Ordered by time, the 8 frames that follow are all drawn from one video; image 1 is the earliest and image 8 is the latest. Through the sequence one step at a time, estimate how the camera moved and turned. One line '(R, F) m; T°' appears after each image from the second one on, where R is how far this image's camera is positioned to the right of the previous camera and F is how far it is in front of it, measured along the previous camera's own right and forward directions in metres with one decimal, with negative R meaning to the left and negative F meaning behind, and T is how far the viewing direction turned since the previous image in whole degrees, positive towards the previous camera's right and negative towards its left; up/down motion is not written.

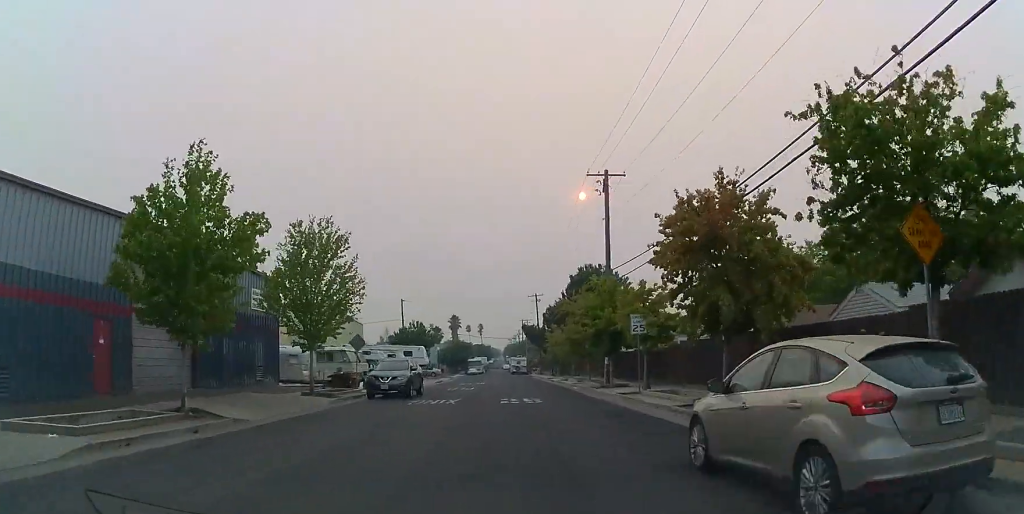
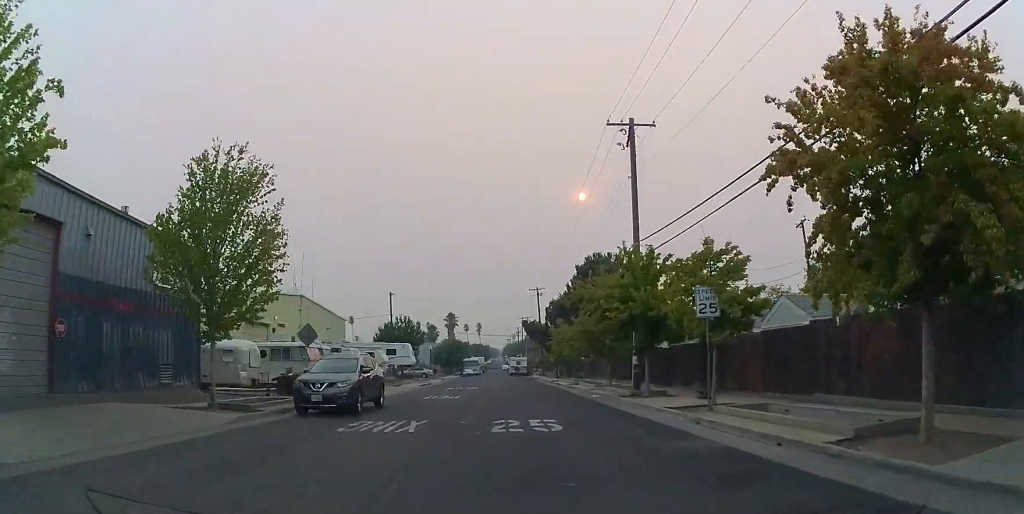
(0.0, +8.0) m; 0°
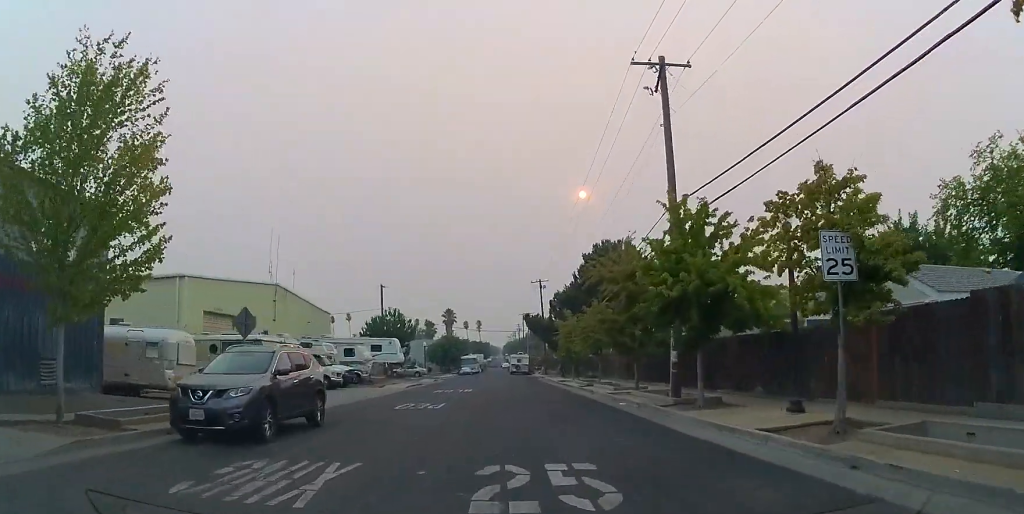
(0.0, +6.1) m; 0°
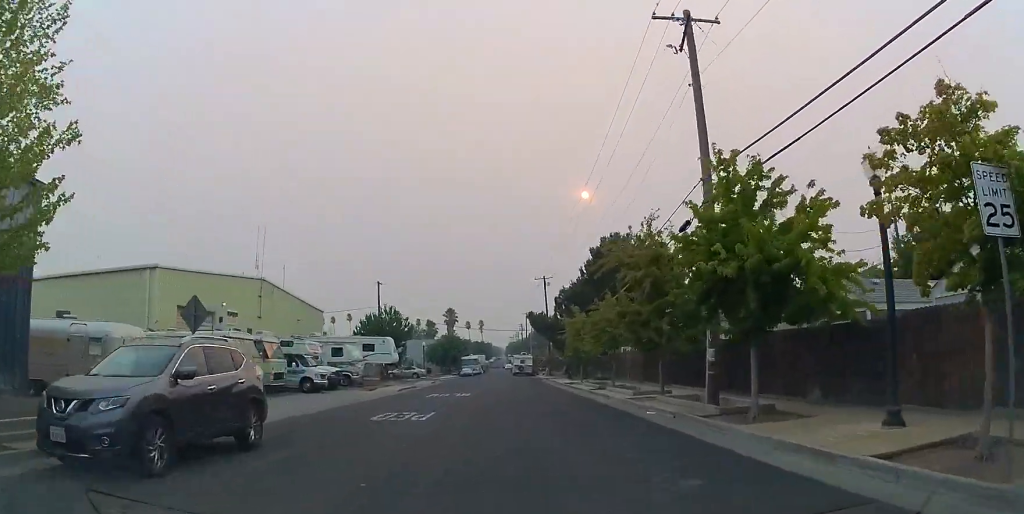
(0.0, +3.5) m; 0°
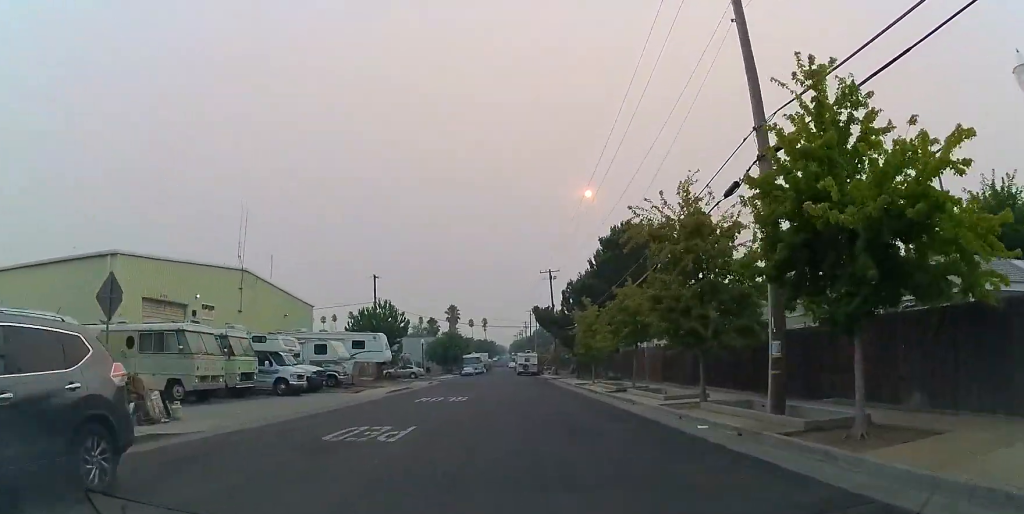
(0.0, +4.0) m; 0°
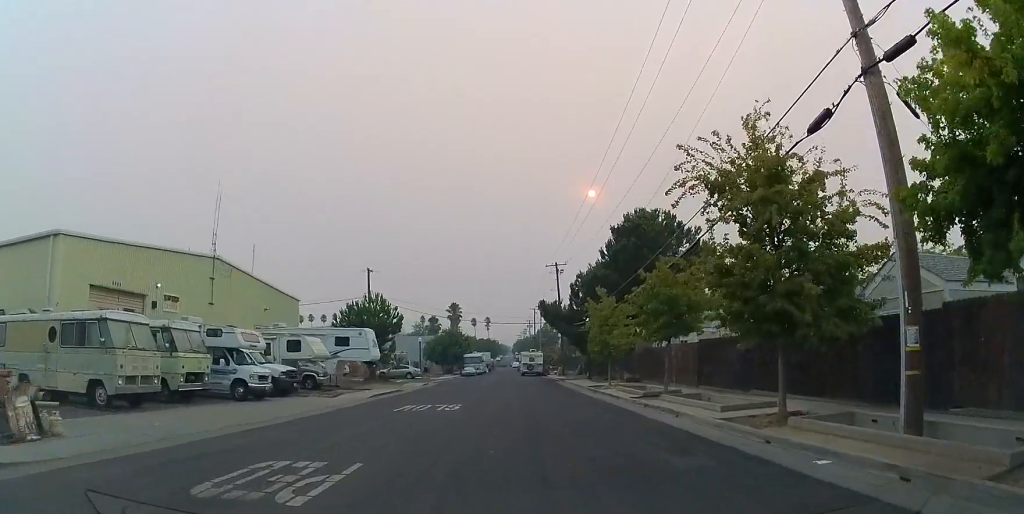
(0.0, +4.8) m; 0°
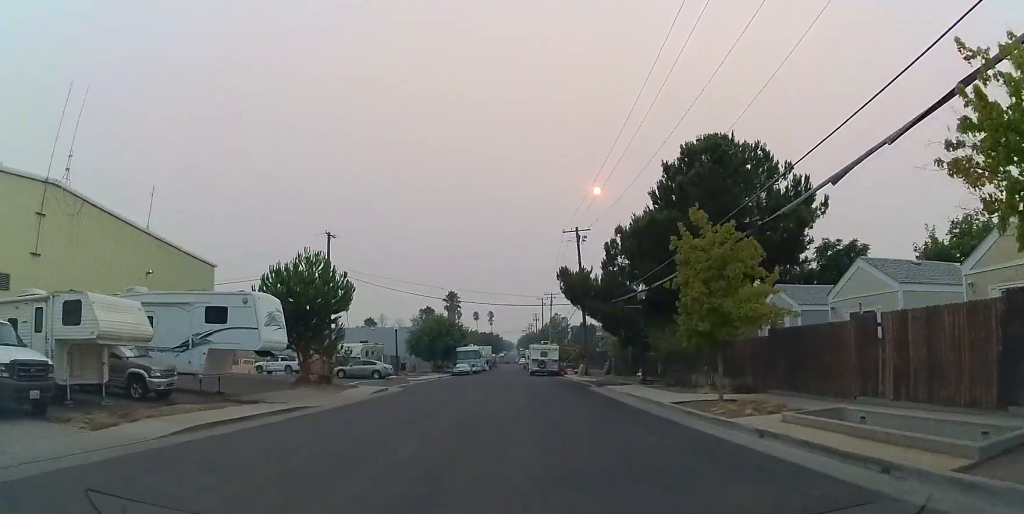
(0.0, +16.1) m; 0°
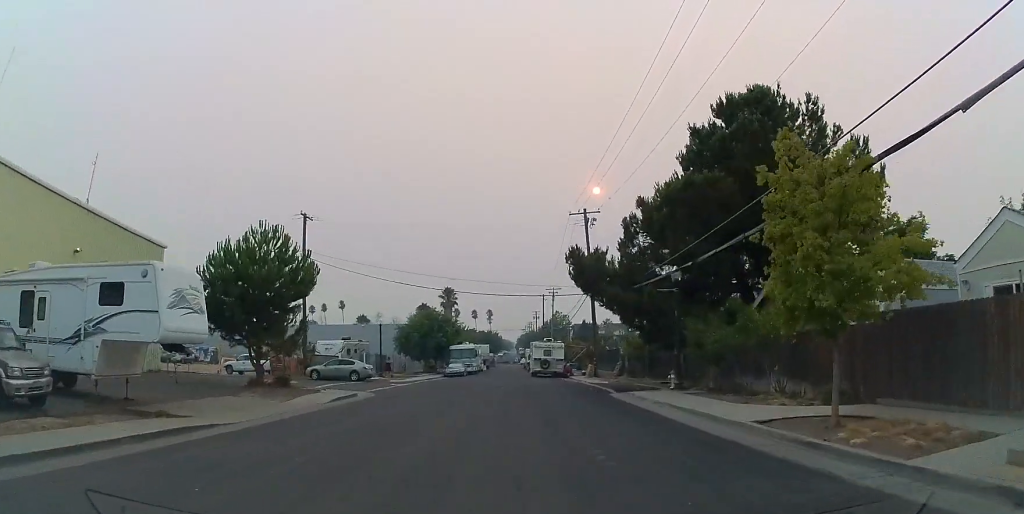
(0.0, +5.9) m; 0°
